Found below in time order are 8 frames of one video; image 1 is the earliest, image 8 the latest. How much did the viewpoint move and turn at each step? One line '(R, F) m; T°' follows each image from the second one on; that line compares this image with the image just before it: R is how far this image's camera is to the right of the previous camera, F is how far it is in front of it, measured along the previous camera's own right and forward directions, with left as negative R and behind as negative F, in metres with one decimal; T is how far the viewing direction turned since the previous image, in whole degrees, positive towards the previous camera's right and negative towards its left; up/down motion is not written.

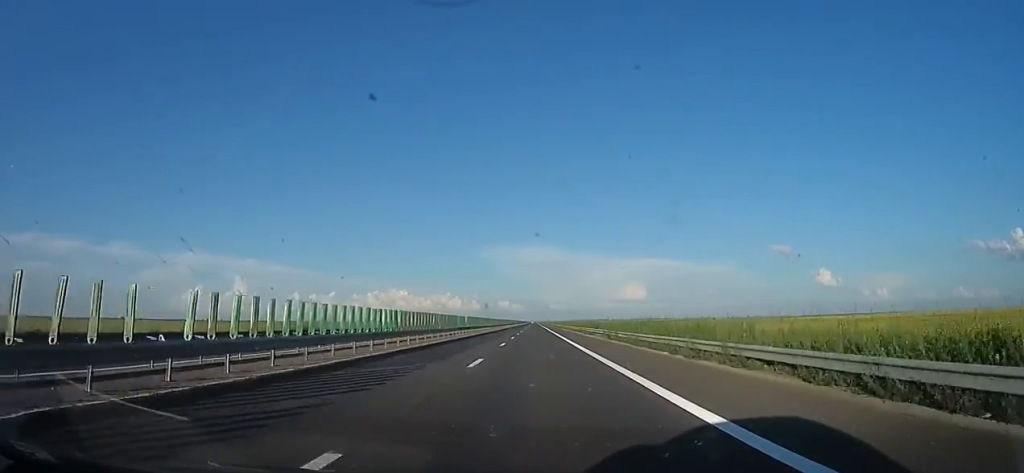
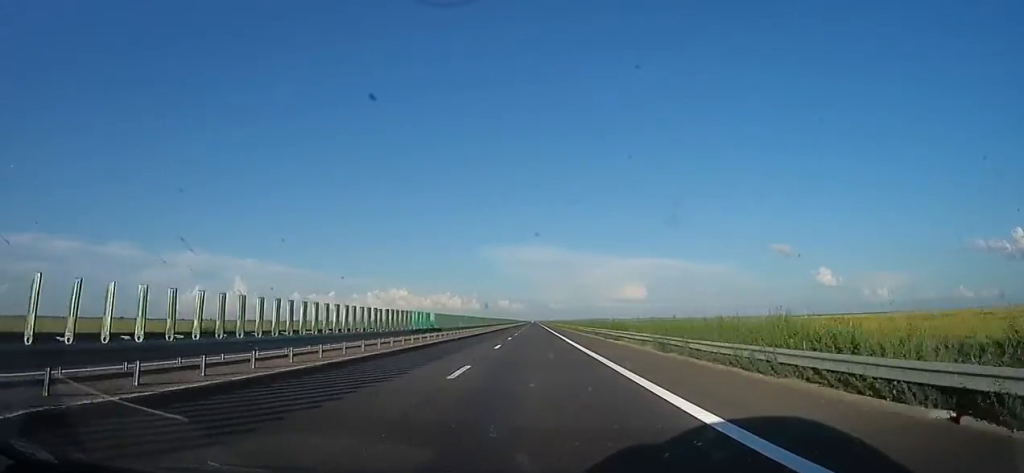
(+0.1, +14.8) m; 0°
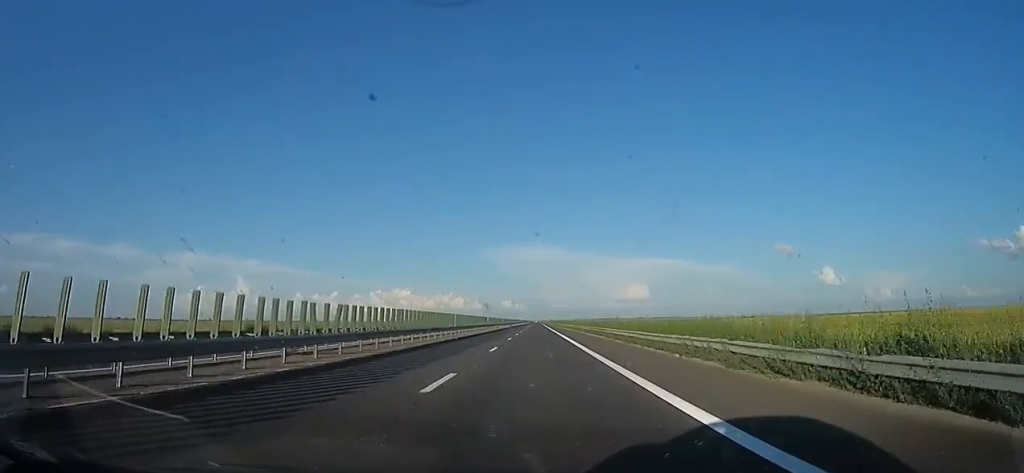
(-0.2, +62.0) m; 0°
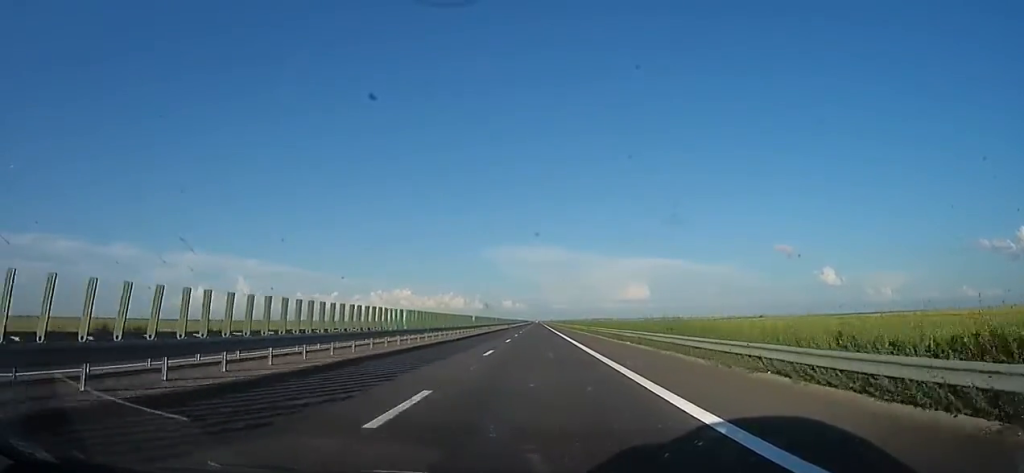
(+0.1, +14.7) m; 0°
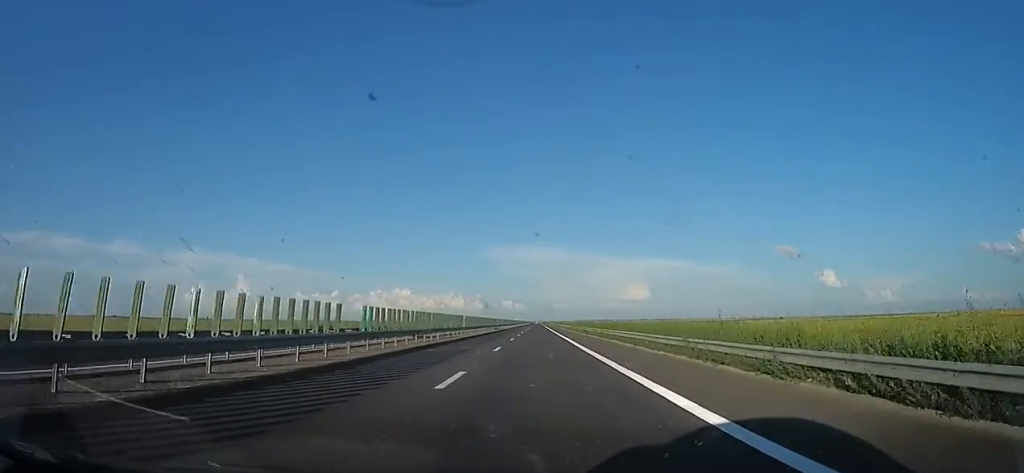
(0.0, +32.5) m; 0°
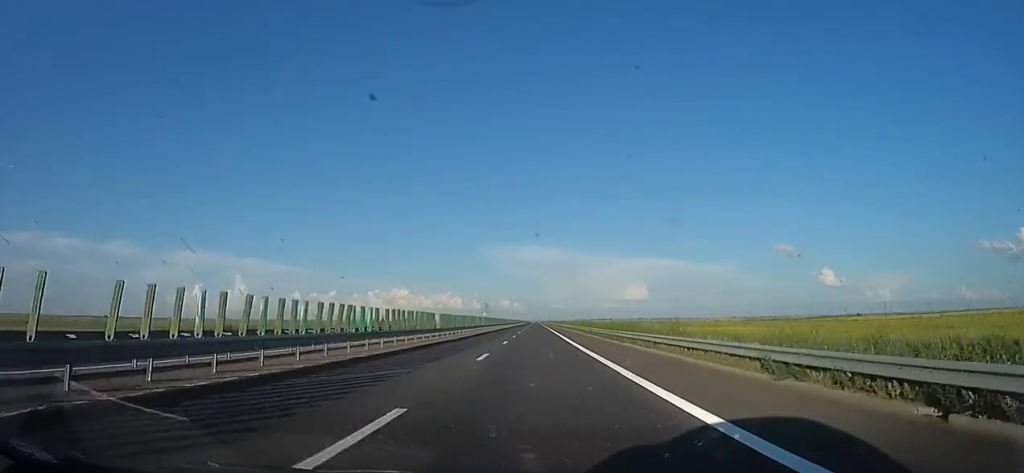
(+0.4, +89.2) m; +1°
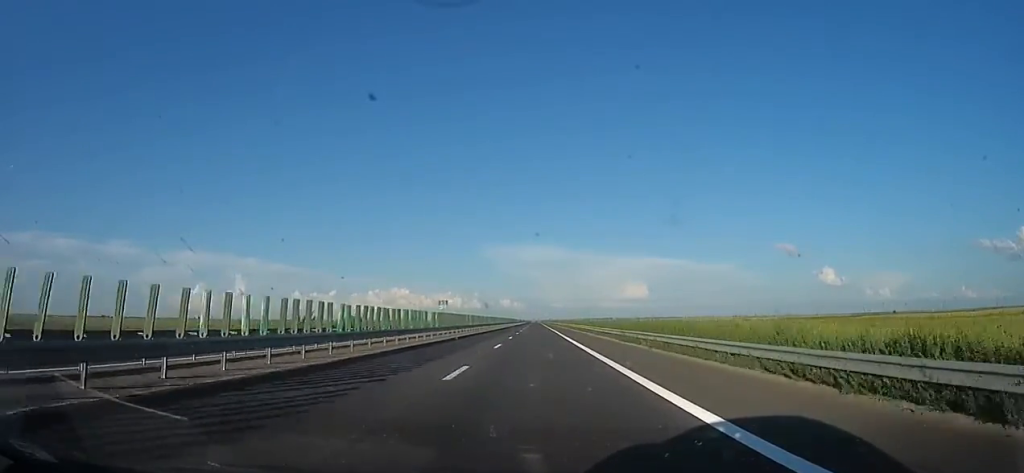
(+0.2, +29.5) m; 0°
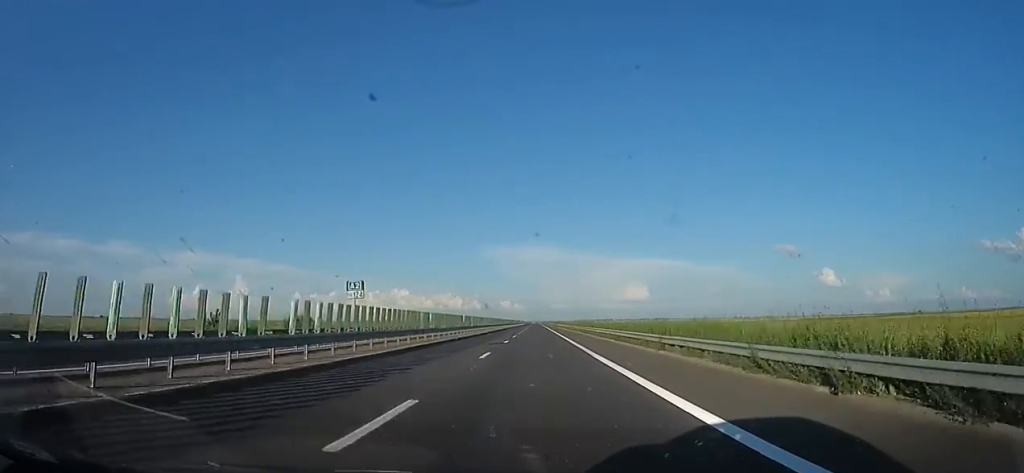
(+0.1, +17.7) m; -1°
